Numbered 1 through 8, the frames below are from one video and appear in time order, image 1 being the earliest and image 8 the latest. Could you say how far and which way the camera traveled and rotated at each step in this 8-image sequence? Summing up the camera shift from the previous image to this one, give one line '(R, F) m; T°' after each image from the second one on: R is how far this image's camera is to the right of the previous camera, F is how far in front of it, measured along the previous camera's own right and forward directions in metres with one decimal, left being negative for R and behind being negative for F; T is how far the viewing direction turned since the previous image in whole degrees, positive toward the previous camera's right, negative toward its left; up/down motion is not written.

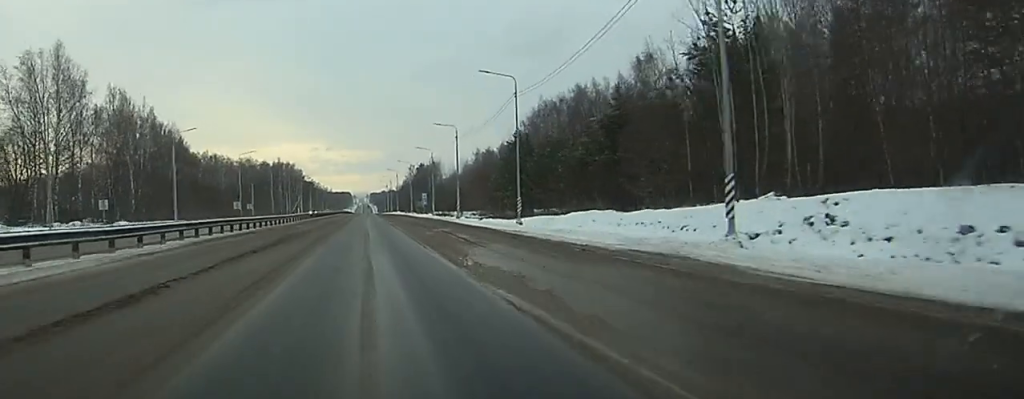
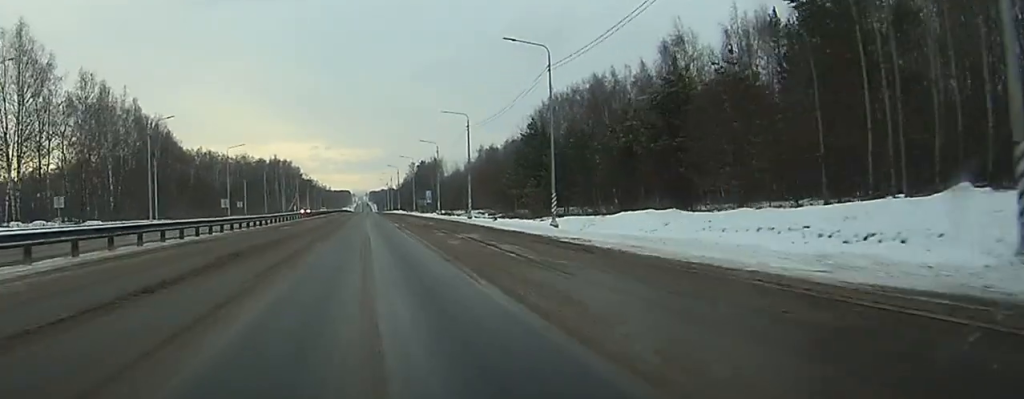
(0.0, +12.2) m; 0°
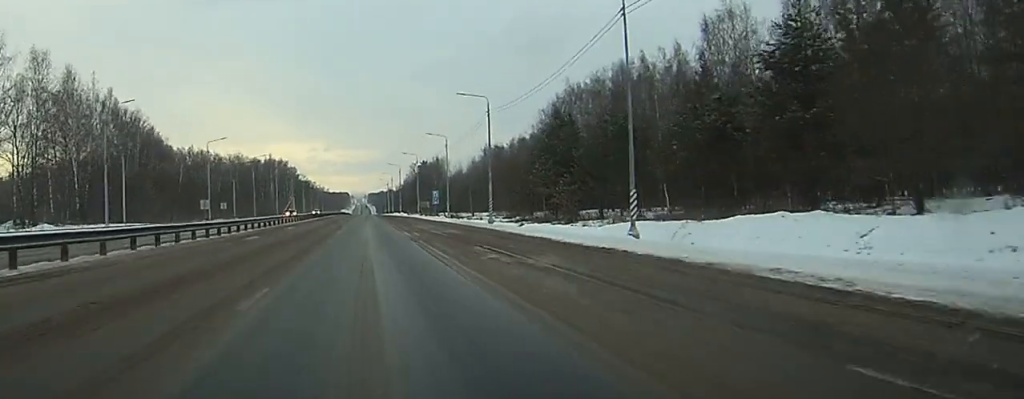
(0.0, +16.1) m; 0°
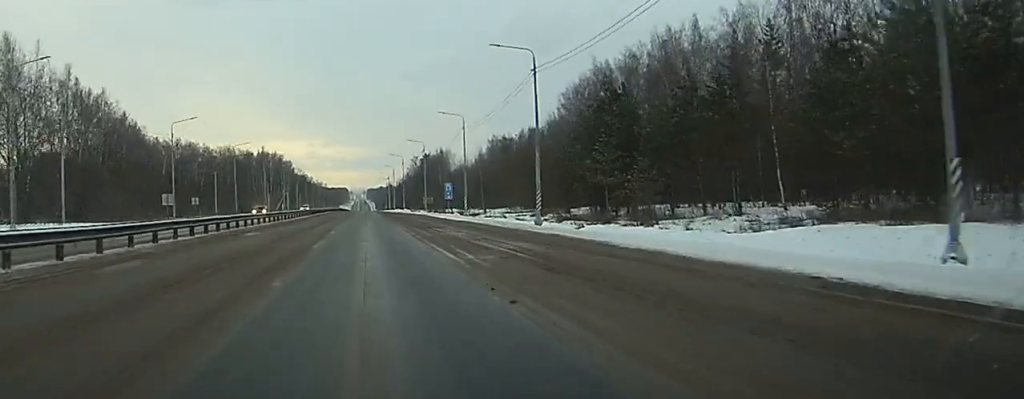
(0.0, +21.8) m; 0°
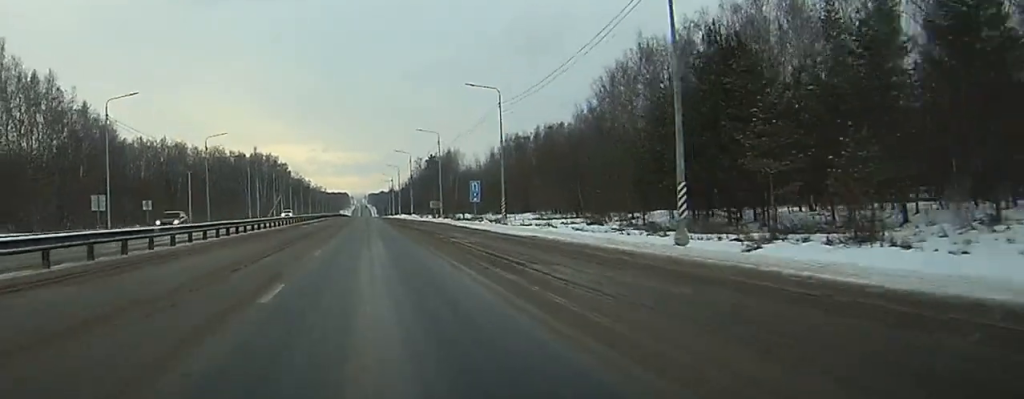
(0.0, +25.6) m; 0°
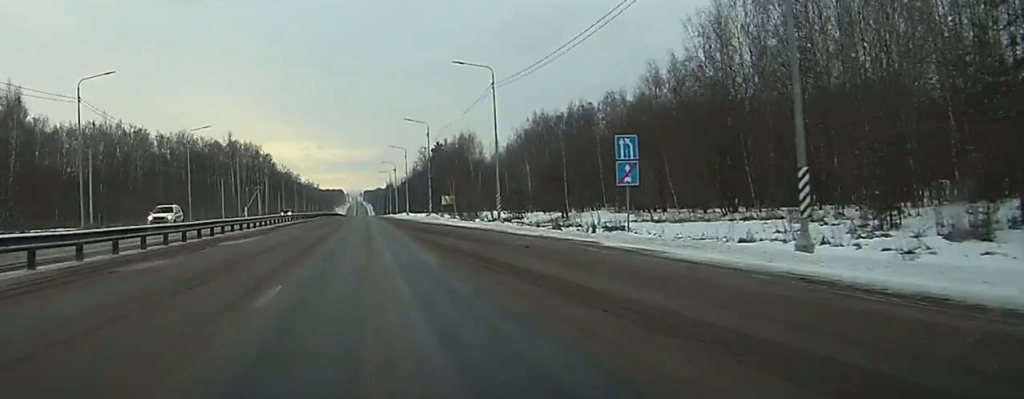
(-0.2, +49.5) m; 0°
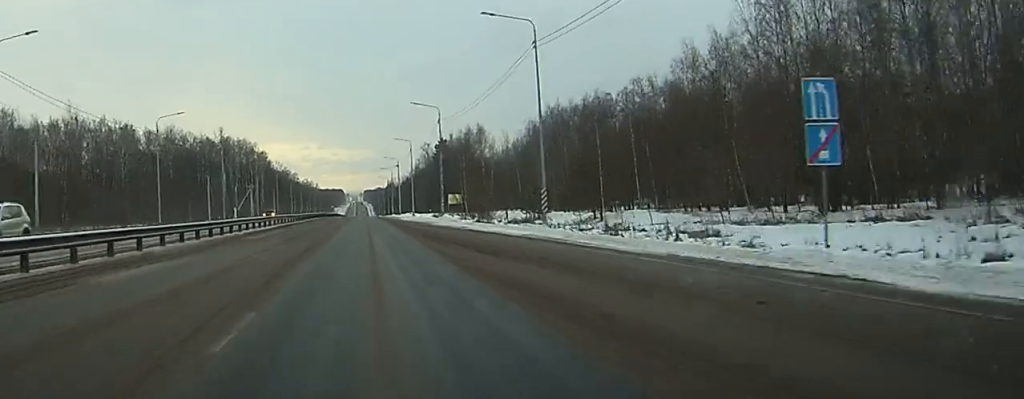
(0.0, +14.6) m; 0°
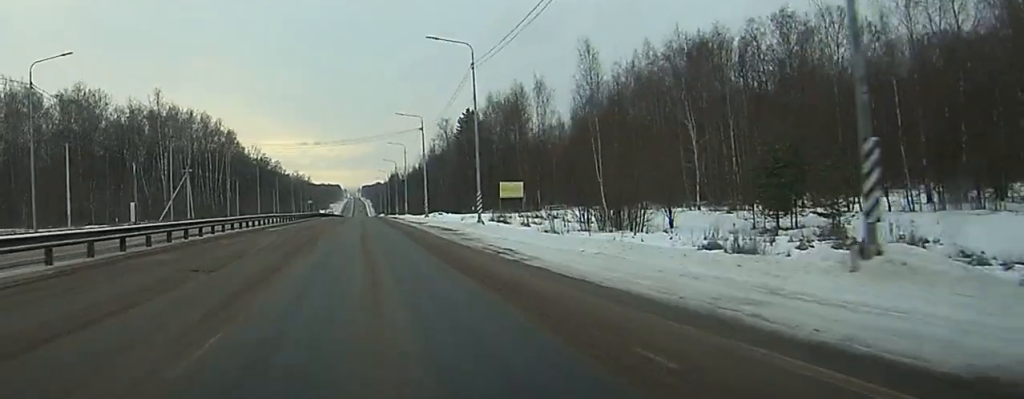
(+0.4, +67.0) m; 0°
